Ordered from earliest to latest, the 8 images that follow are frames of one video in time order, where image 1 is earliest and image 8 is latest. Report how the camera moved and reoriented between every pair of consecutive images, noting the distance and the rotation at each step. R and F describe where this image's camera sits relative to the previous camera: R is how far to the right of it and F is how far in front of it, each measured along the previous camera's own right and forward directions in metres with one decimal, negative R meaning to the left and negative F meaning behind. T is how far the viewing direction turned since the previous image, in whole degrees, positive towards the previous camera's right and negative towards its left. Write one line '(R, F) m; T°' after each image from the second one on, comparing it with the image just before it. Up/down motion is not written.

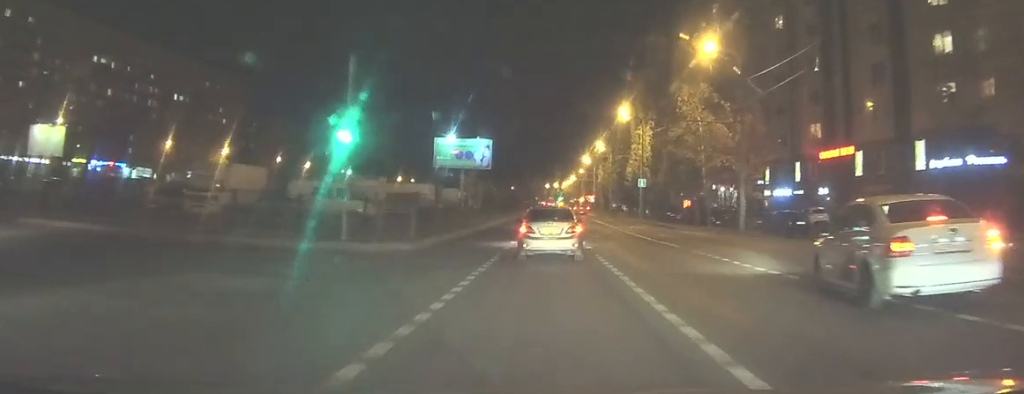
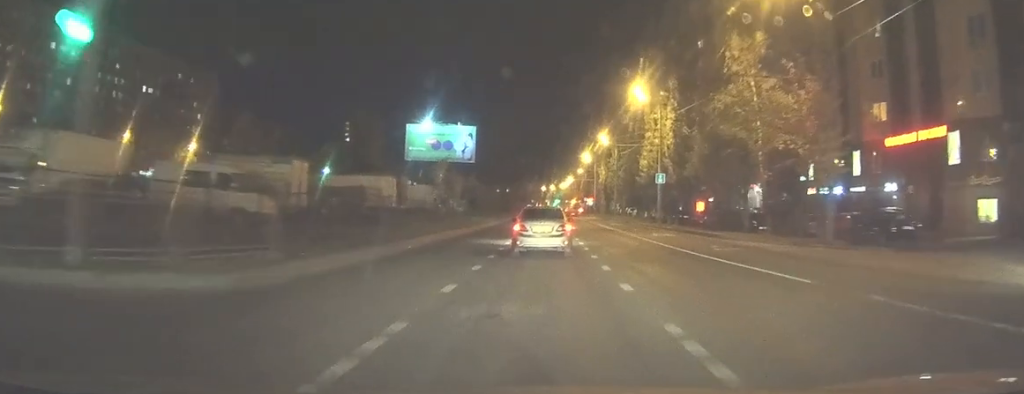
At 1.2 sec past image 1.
(+0.3, +10.8) m; +2°
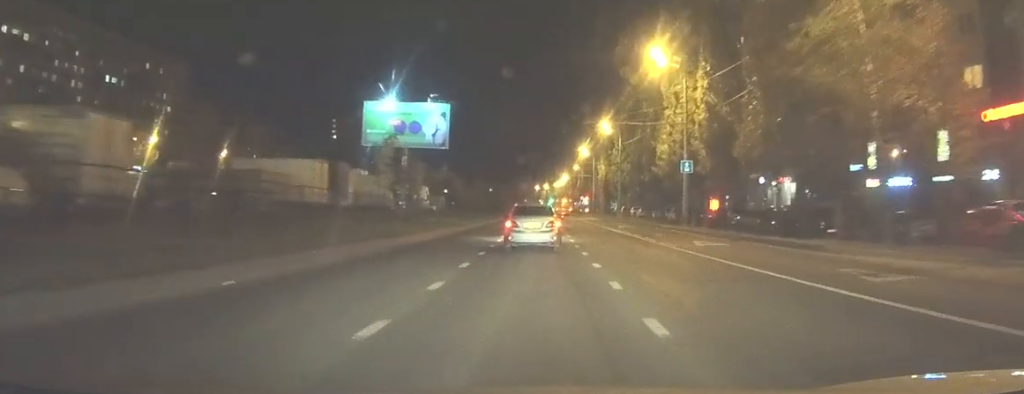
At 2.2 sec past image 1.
(+0.1, +11.6) m; +1°
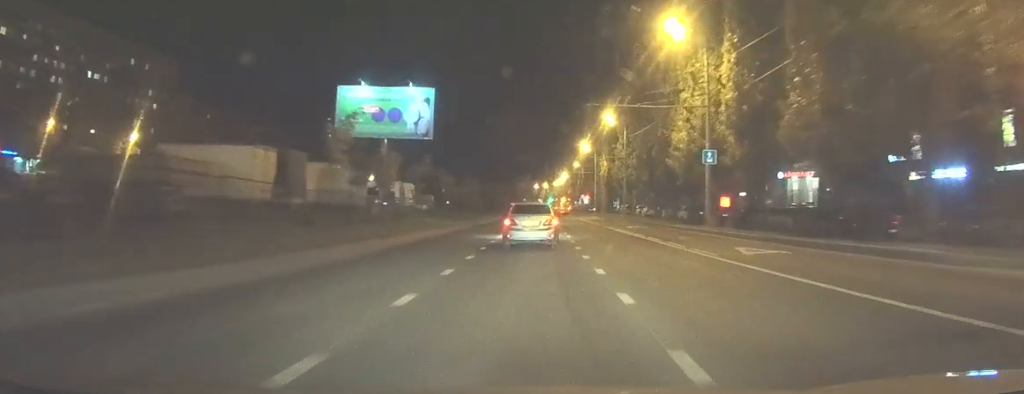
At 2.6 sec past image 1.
(0.0, +6.2) m; +1°
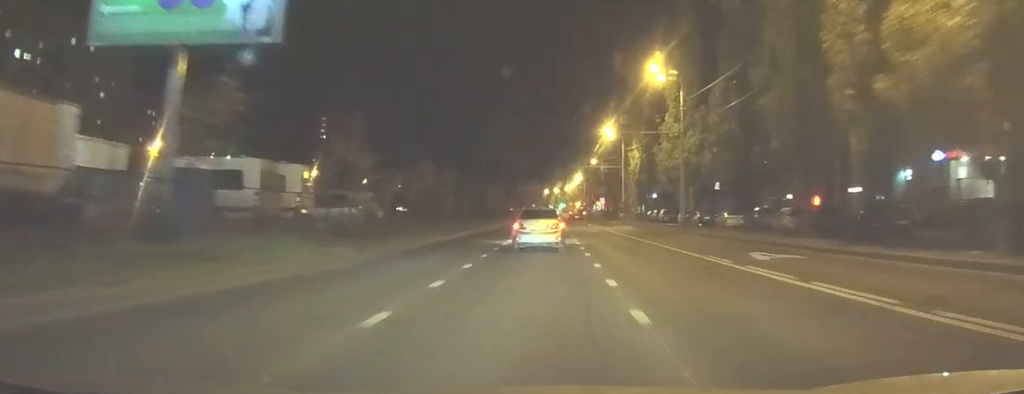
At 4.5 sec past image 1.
(+0.3, +27.0) m; 0°
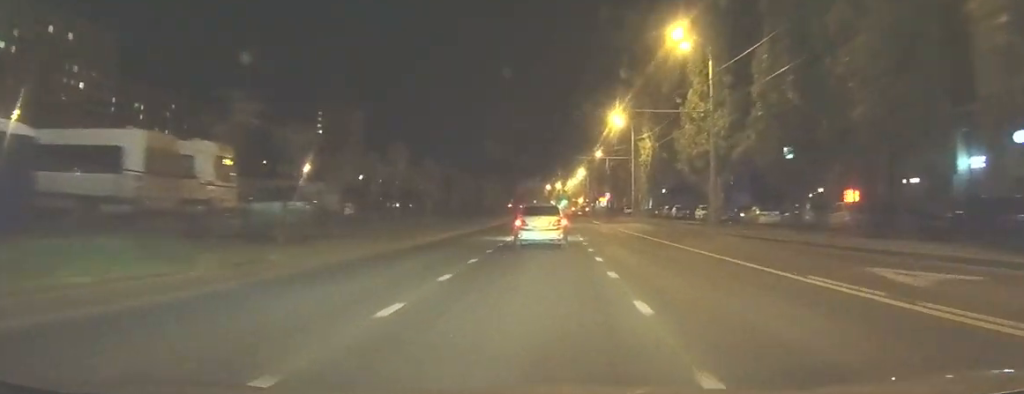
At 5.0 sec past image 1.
(-0.1, +8.2) m; 0°
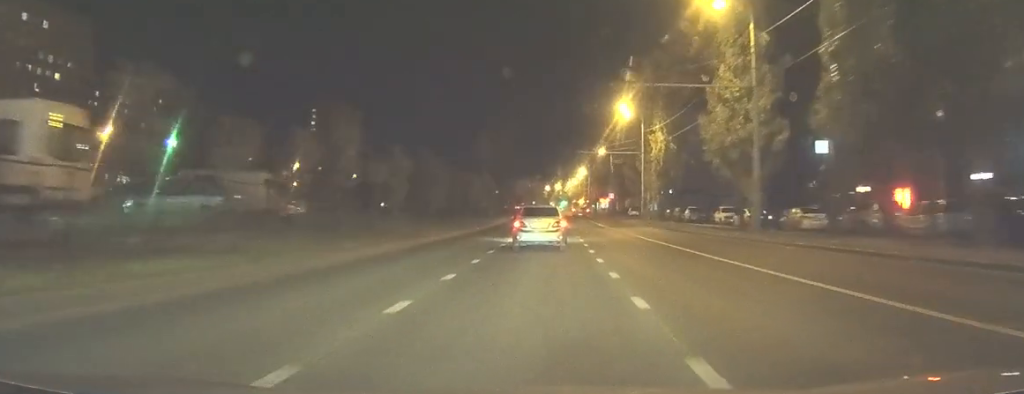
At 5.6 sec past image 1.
(0.0, +8.3) m; 0°
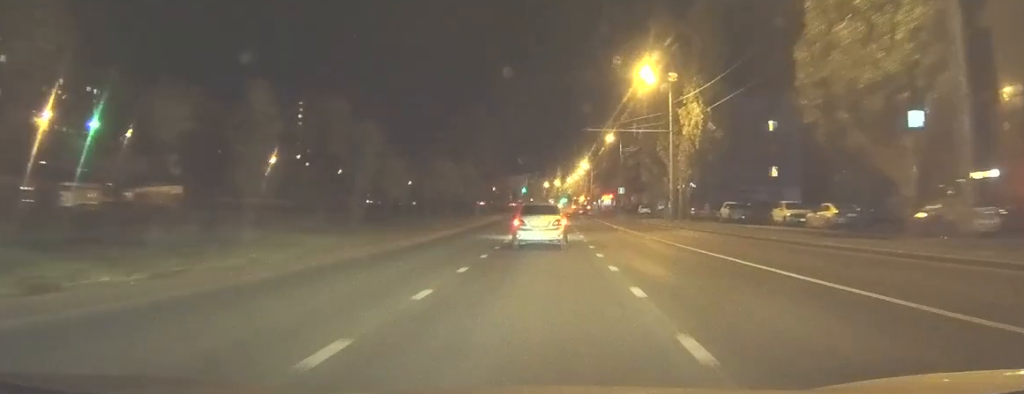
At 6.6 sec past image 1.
(+0.1, +16.2) m; 0°
